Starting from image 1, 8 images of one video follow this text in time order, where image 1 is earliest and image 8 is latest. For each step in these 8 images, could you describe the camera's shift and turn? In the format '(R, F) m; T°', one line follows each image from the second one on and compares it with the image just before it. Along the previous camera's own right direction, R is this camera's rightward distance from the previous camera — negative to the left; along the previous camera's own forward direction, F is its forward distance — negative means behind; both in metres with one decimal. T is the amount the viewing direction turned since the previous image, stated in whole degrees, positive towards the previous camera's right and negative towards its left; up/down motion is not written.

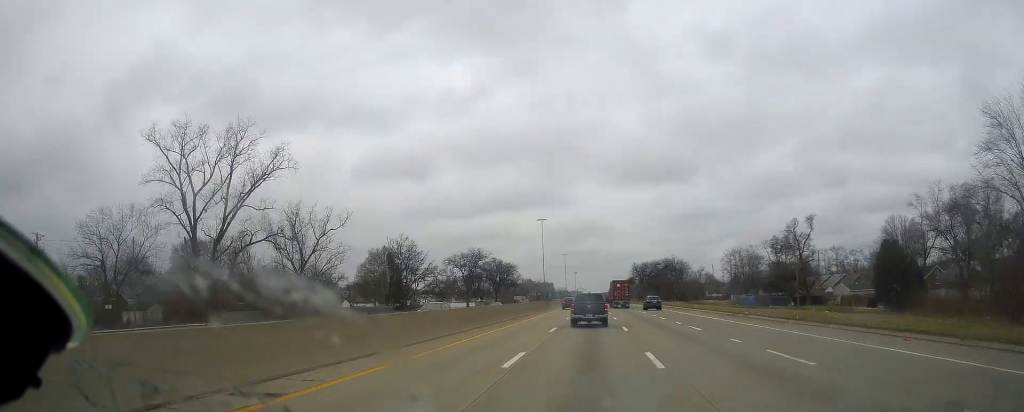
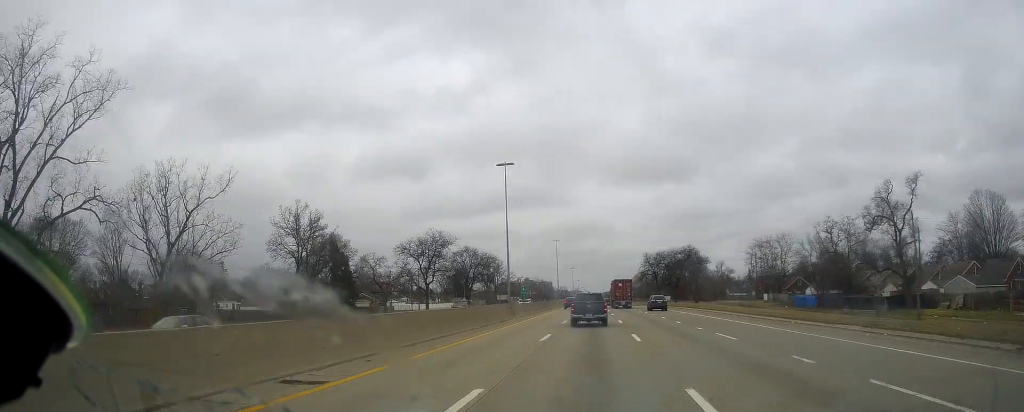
(-0.1, +37.7) m; -1°
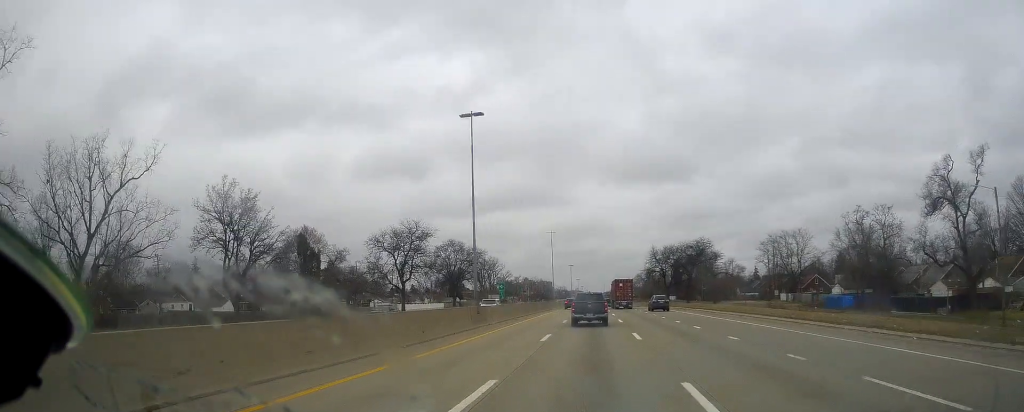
(-0.1, +14.8) m; 0°
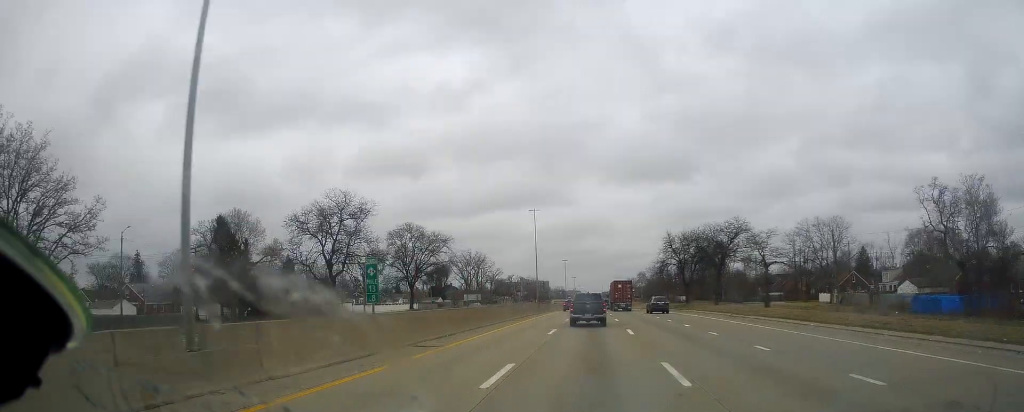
(-0.1, +27.5) m; 0°
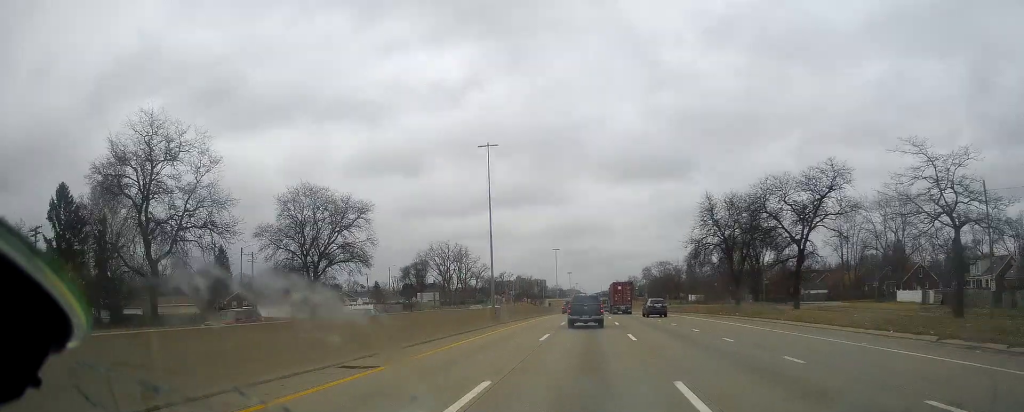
(+0.4, +33.8) m; 0°
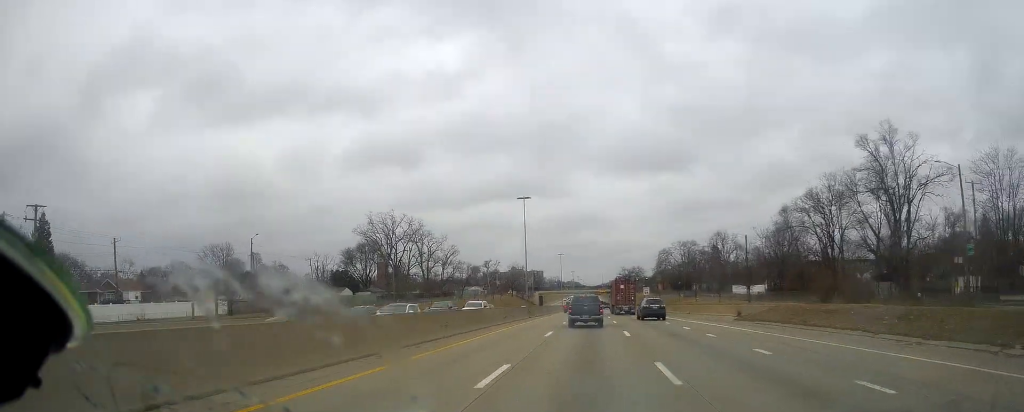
(+0.3, +58.2) m; +1°
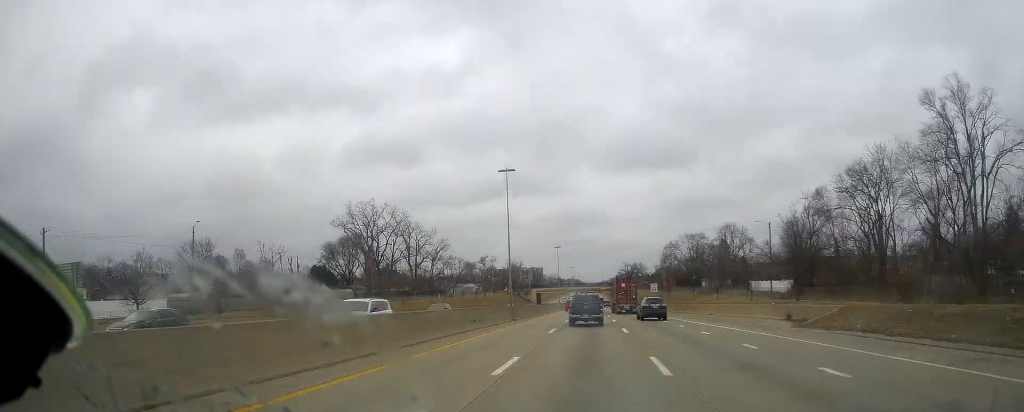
(-0.1, +13.8) m; -1°
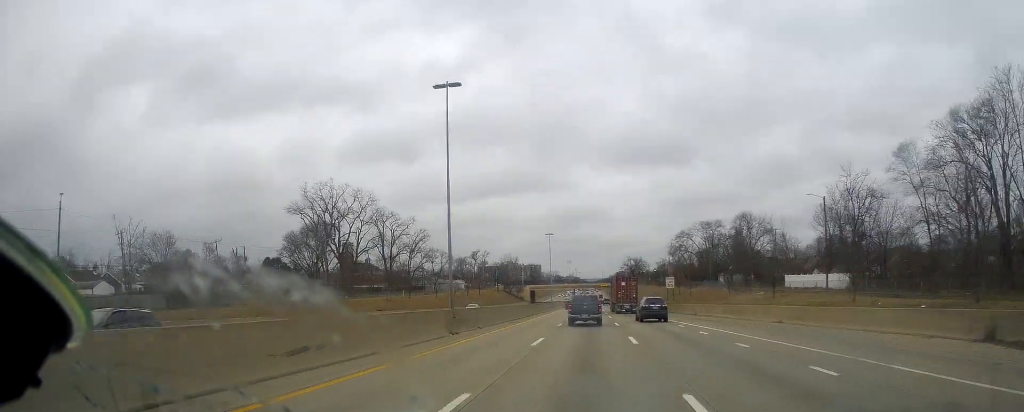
(-0.2, +22.3) m; 0°
